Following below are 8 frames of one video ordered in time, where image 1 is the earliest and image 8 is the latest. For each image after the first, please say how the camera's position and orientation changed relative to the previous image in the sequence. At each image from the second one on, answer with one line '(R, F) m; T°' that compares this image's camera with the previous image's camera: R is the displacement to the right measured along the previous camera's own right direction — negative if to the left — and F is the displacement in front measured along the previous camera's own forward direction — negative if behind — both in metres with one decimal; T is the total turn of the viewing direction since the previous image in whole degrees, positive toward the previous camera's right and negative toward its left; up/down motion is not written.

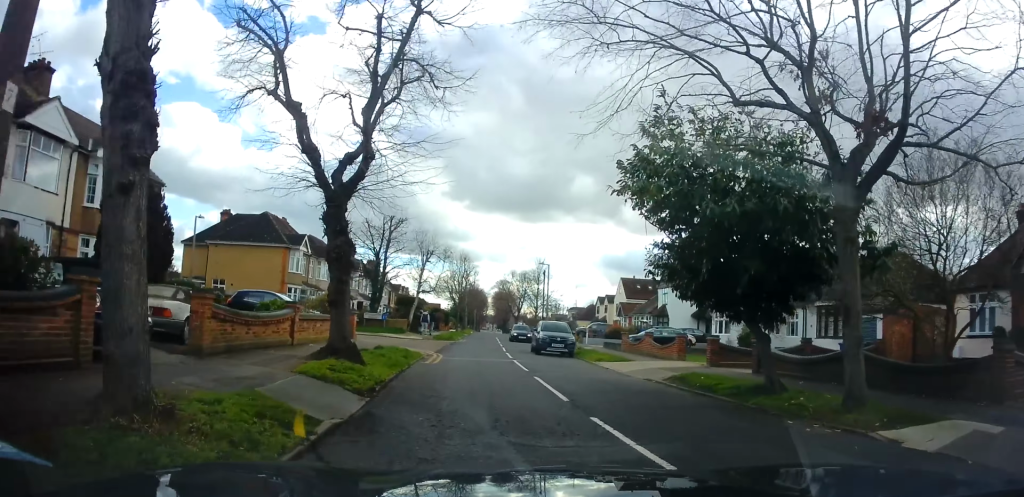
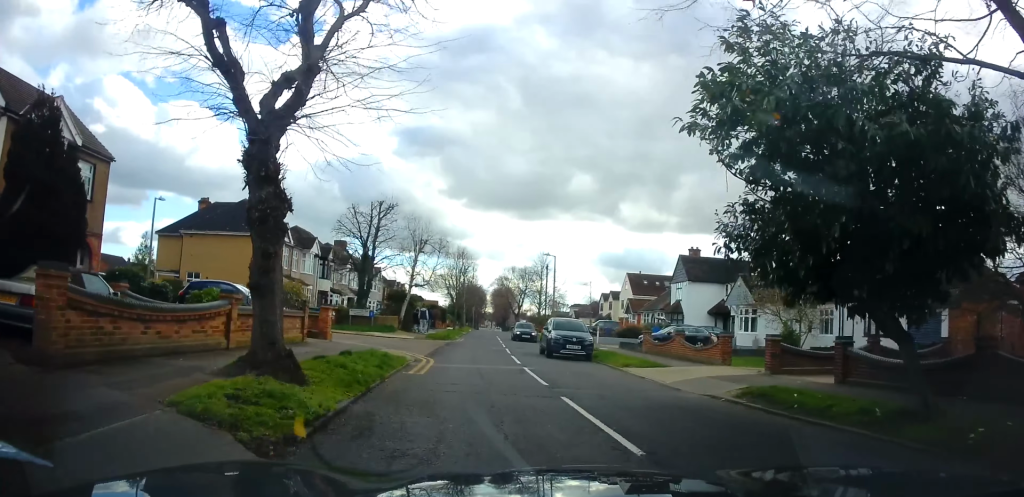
(0.0, +4.0) m; 0°
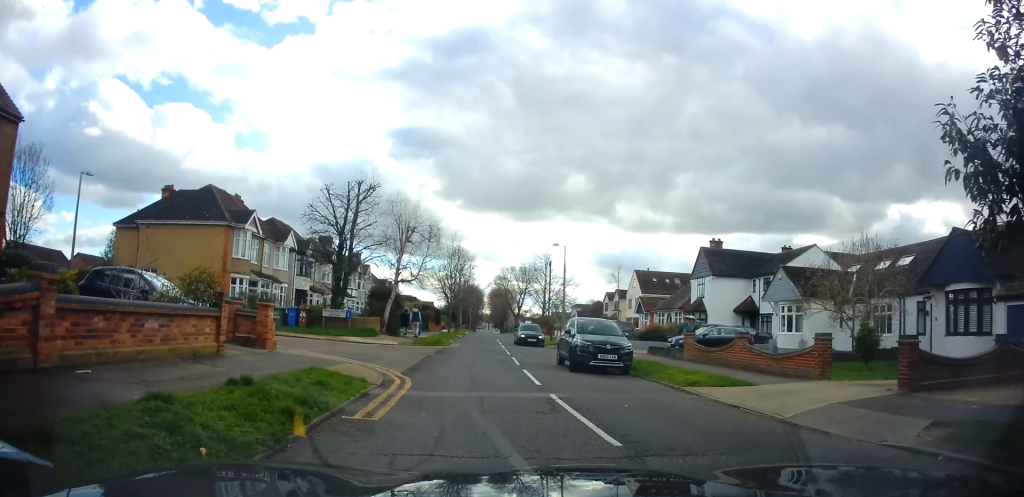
(+0.2, +5.5) m; 0°
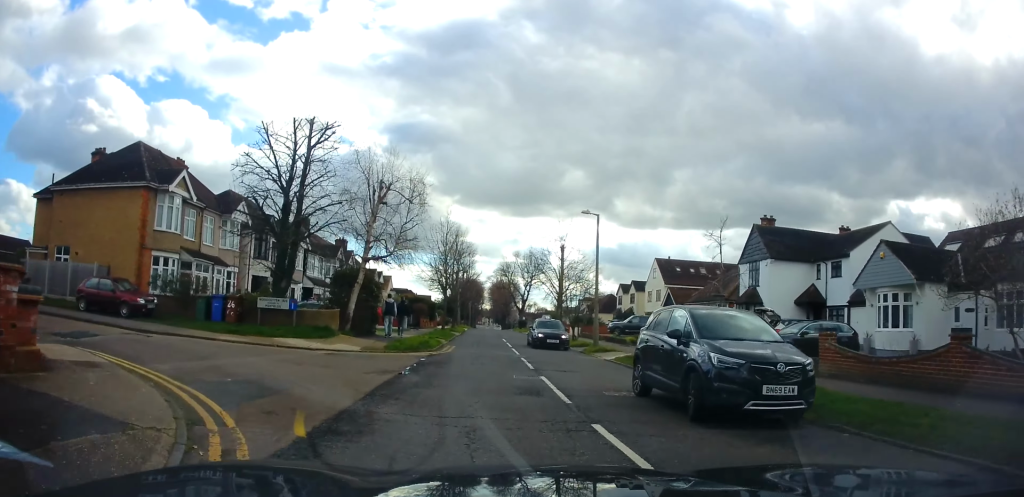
(-0.4, +8.8) m; -1°
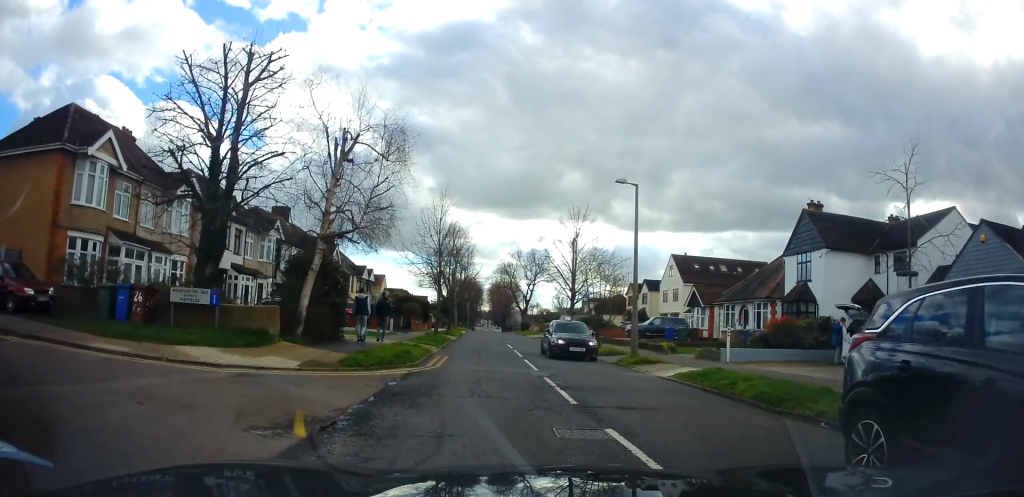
(+0.2, +6.1) m; +3°
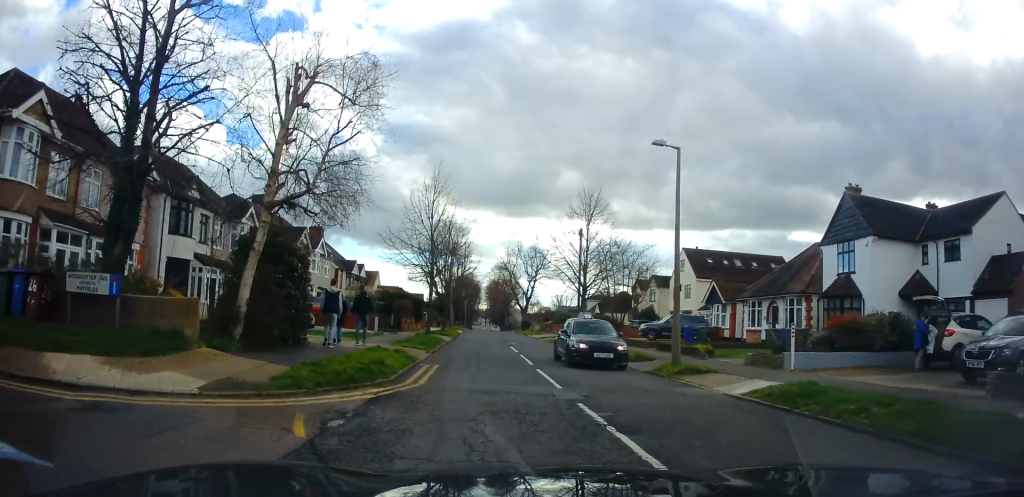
(+0.1, +4.2) m; +1°
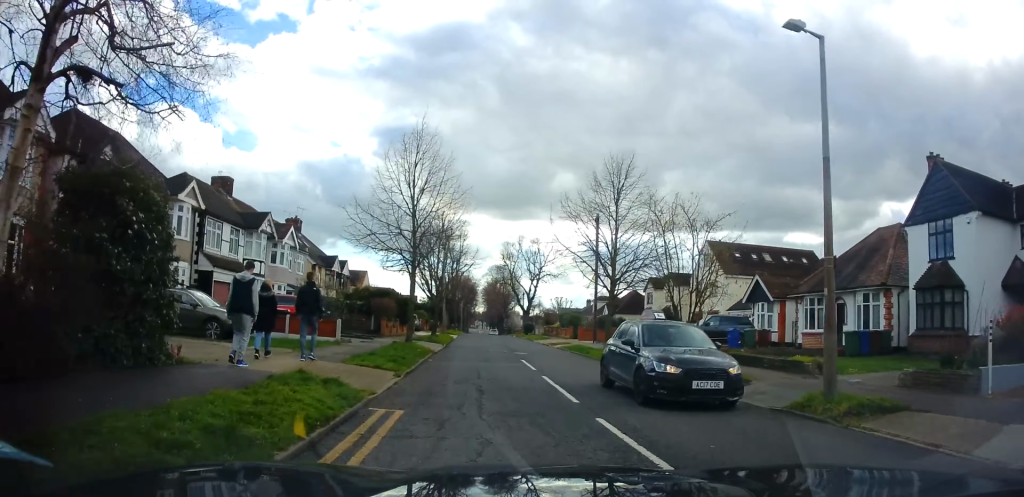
(0.0, +7.2) m; -3°
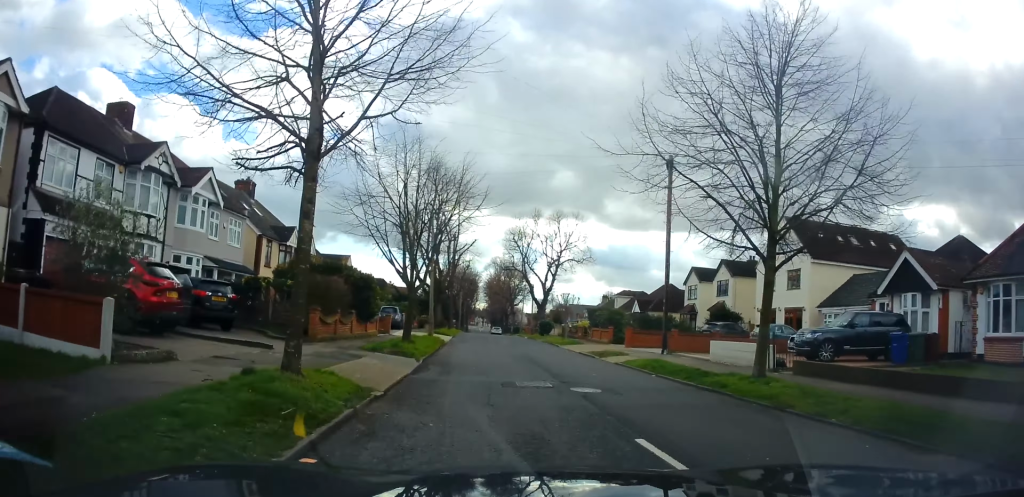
(-0.1, +13.4) m; 0°
